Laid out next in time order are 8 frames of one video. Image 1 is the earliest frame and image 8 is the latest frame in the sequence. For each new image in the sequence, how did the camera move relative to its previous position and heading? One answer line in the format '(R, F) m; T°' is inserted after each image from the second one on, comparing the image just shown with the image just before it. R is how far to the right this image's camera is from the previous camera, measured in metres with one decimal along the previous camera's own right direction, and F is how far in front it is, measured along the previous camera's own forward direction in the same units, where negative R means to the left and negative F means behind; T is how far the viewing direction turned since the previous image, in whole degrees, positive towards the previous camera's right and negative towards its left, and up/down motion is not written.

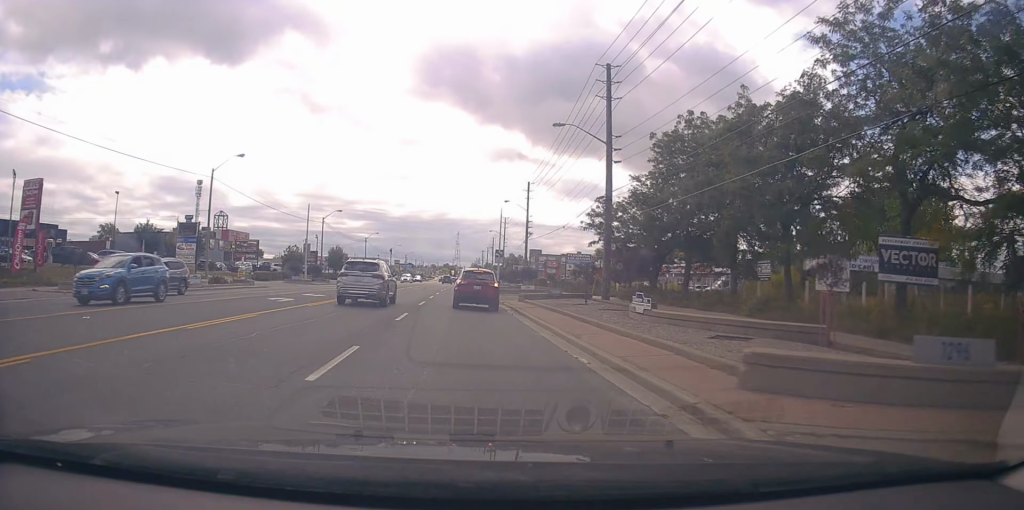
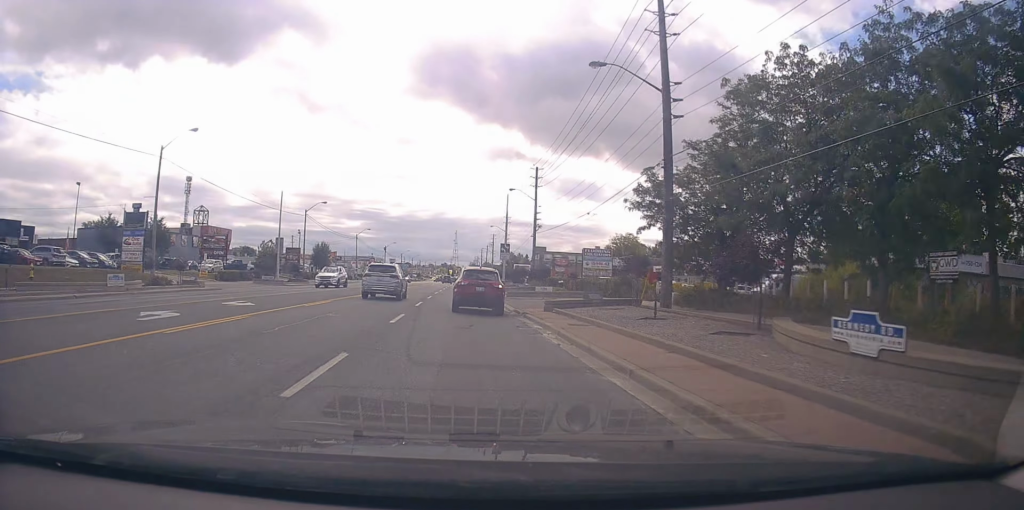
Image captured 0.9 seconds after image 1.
(-0.2, +10.9) m; -1°
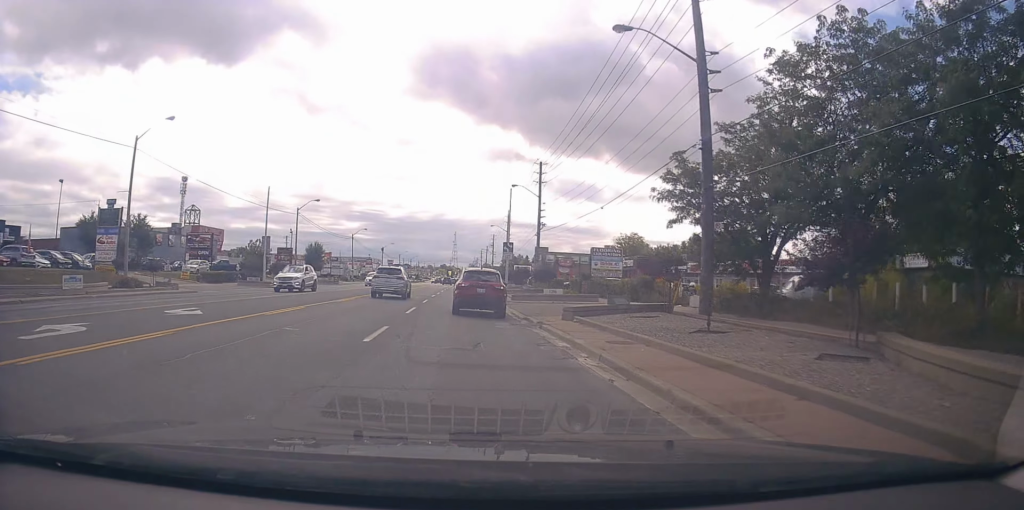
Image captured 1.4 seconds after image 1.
(-0.1, +4.6) m; -1°
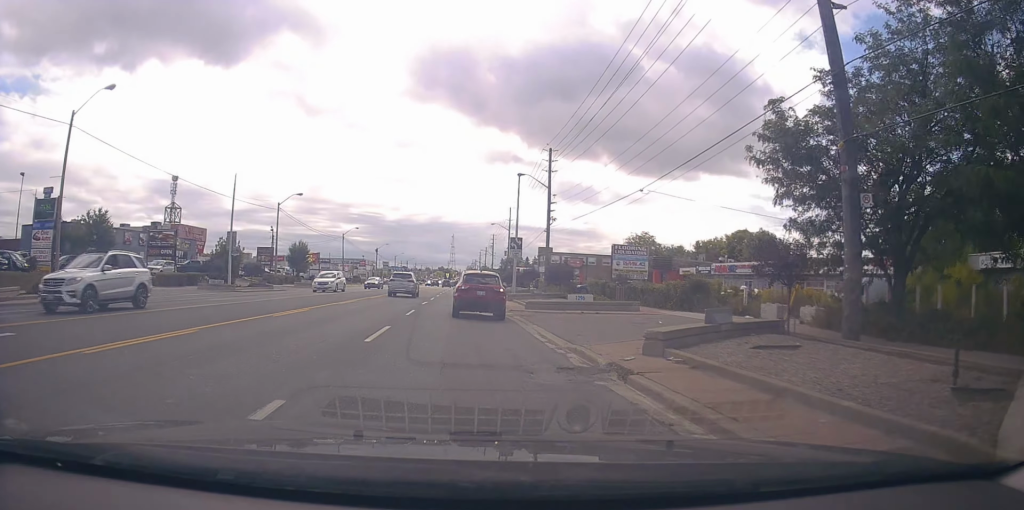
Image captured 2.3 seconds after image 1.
(0.0, +8.9) m; -3°
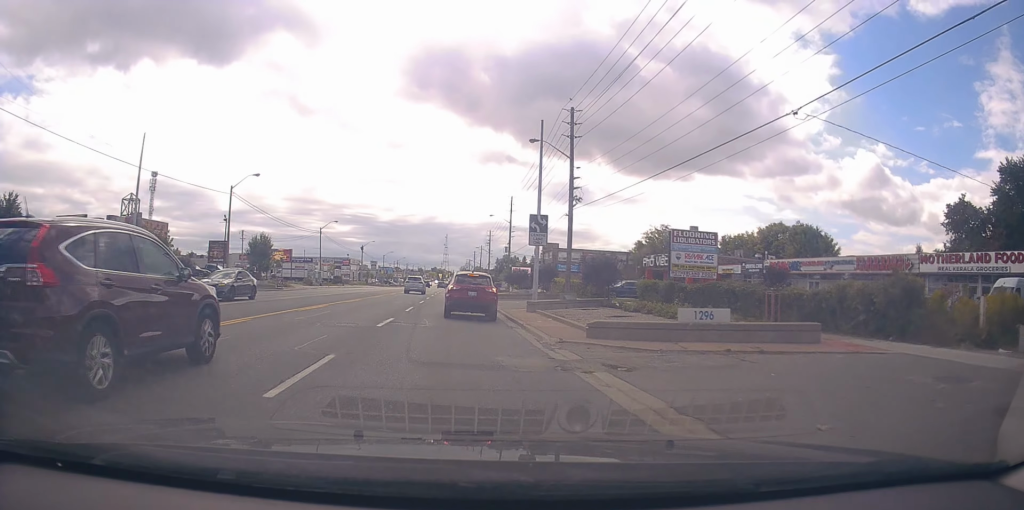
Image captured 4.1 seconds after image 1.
(+0.4, +14.1) m; +4°
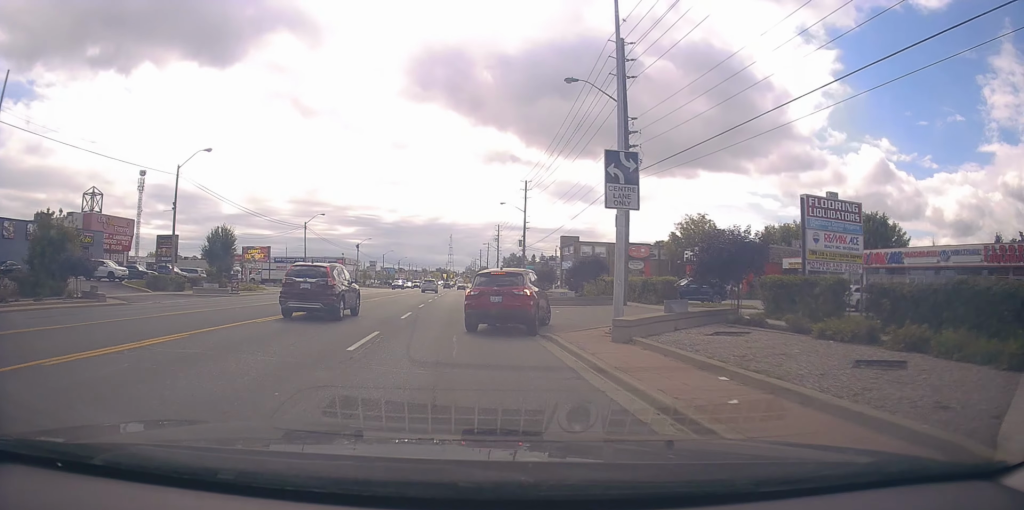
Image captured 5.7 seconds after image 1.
(-0.6, +12.8) m; -3°
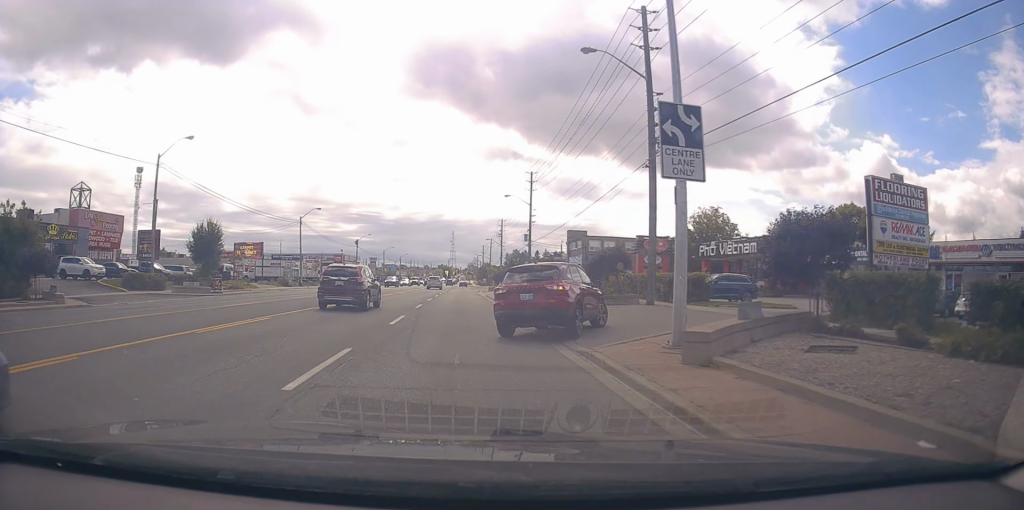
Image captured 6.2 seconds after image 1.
(+0.1, +3.9) m; 0°
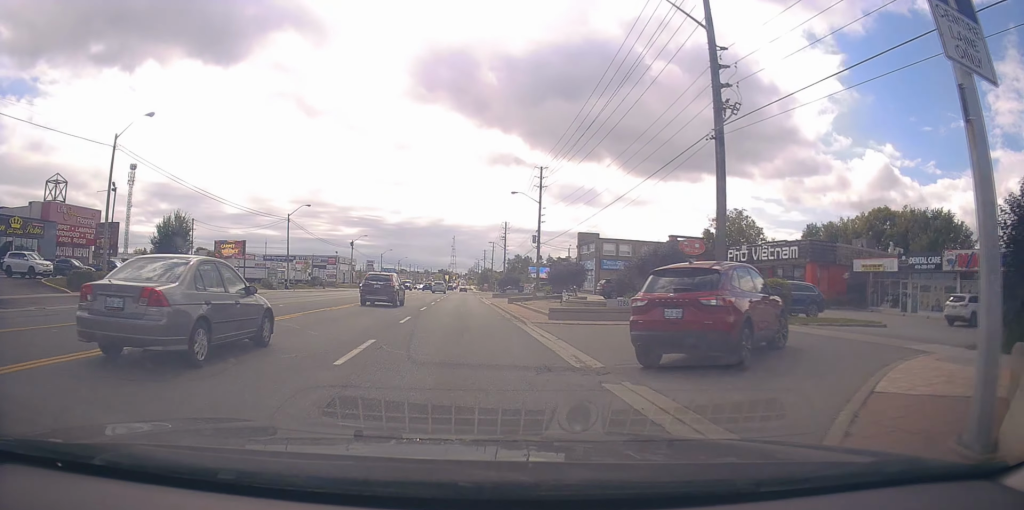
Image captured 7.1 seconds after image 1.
(-0.1, +6.8) m; +3°
